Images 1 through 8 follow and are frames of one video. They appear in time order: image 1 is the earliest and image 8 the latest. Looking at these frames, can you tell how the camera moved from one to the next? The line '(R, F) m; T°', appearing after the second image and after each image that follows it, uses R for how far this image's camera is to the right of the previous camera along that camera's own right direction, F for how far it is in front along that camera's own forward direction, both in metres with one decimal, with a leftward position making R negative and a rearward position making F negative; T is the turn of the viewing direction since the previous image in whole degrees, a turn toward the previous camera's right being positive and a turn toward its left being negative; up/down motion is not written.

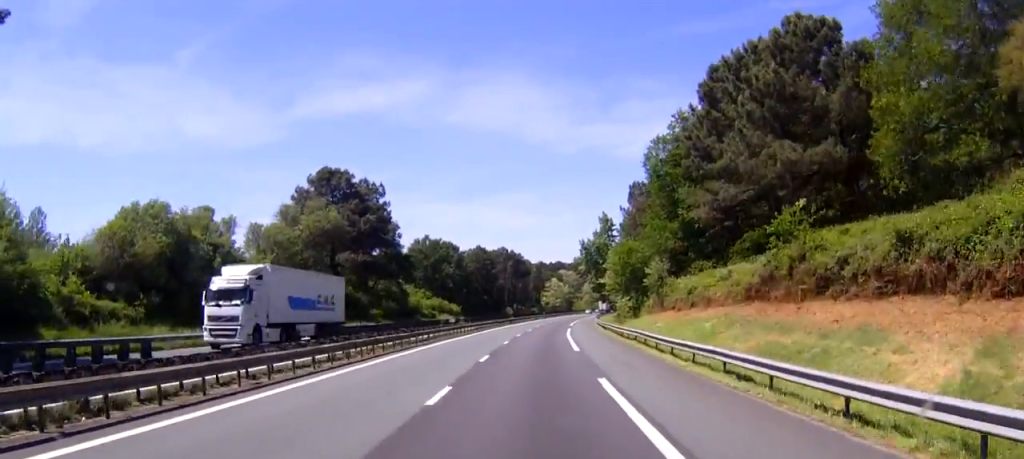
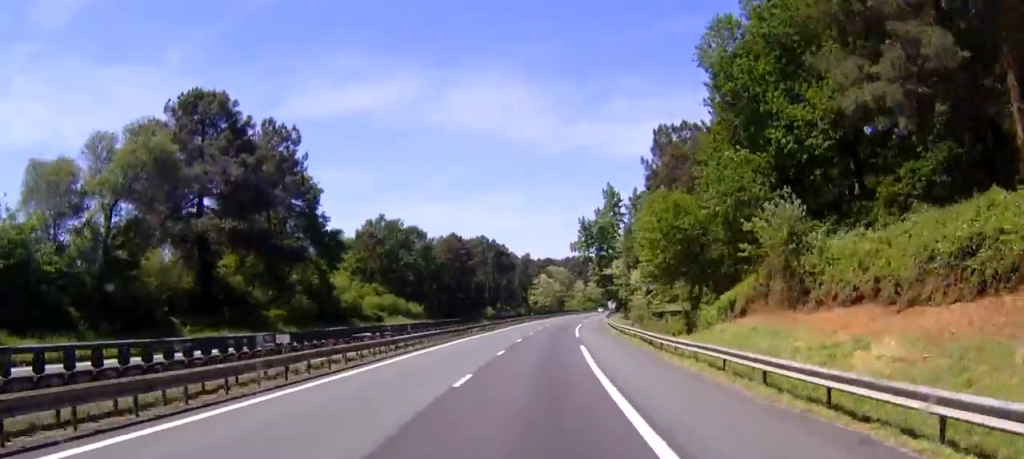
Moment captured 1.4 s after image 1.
(+0.5, +34.9) m; +2°
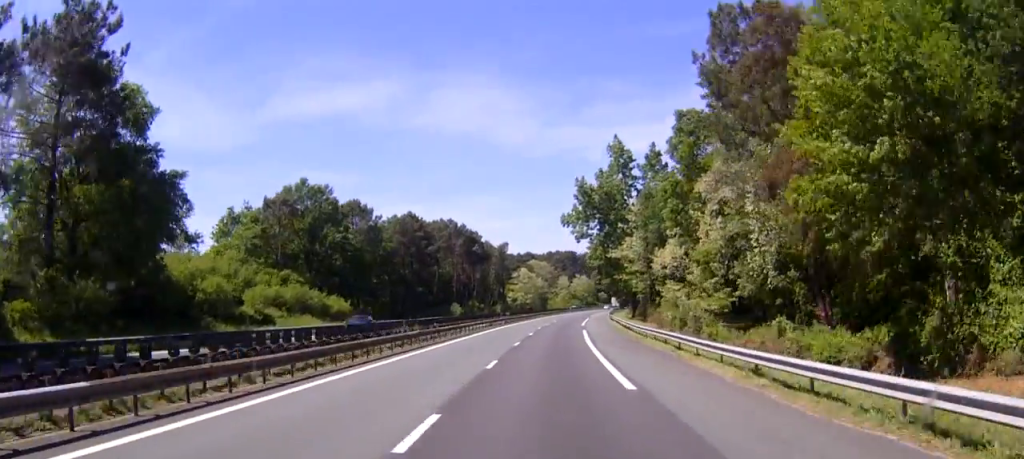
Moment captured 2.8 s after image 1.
(+0.7, +34.4) m; +2°
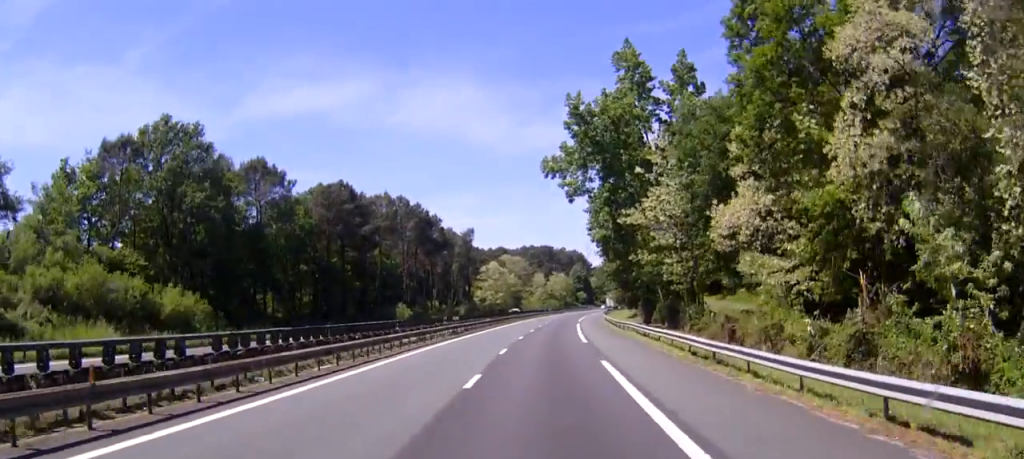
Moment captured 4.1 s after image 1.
(0.0, +31.4) m; 0°
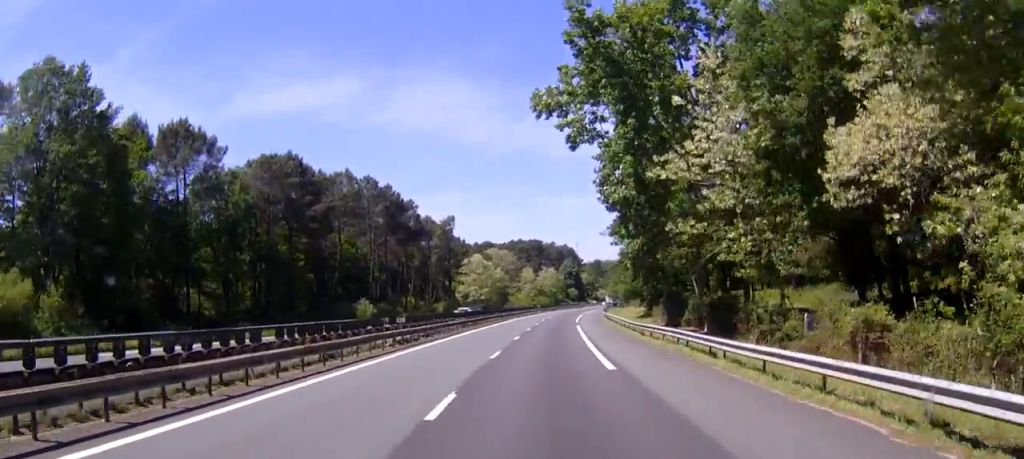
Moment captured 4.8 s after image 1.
(0.0, +17.4) m; 0°
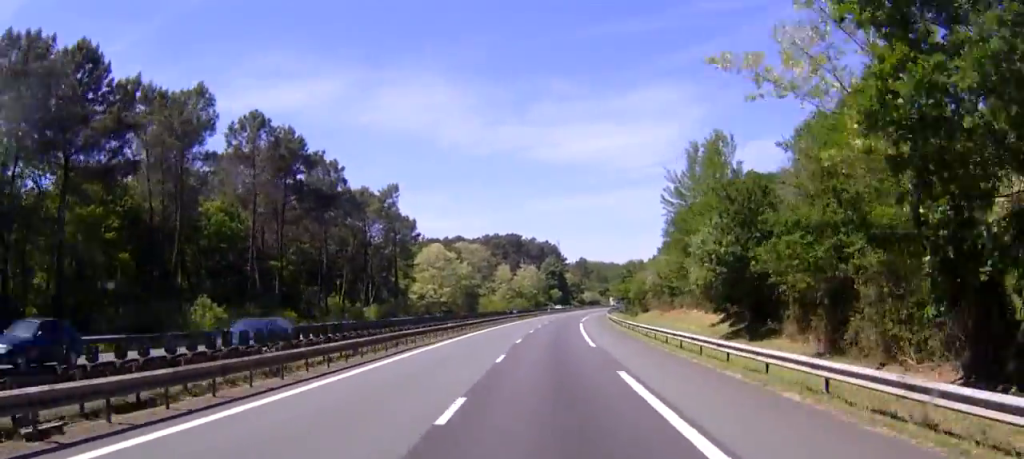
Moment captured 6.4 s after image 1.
(+1.3, +39.8) m; +4°
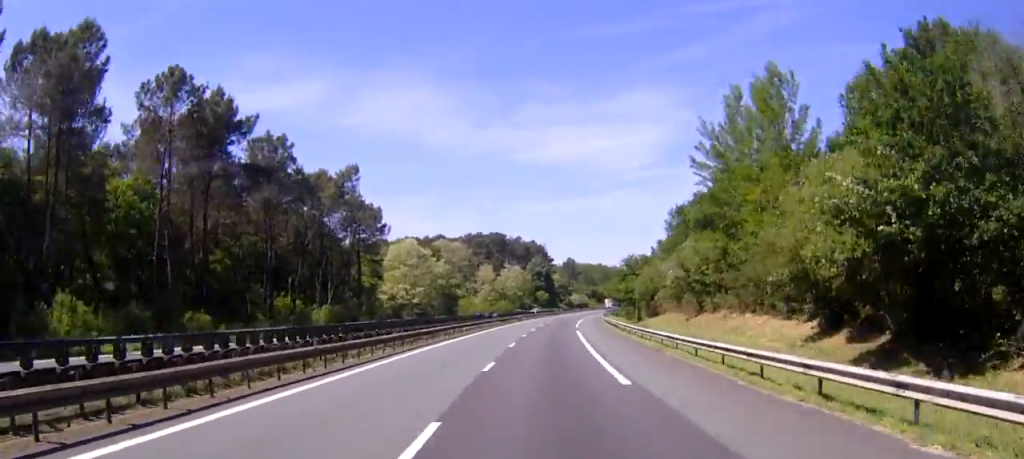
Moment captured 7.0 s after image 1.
(+0.2, +15.8) m; +1°
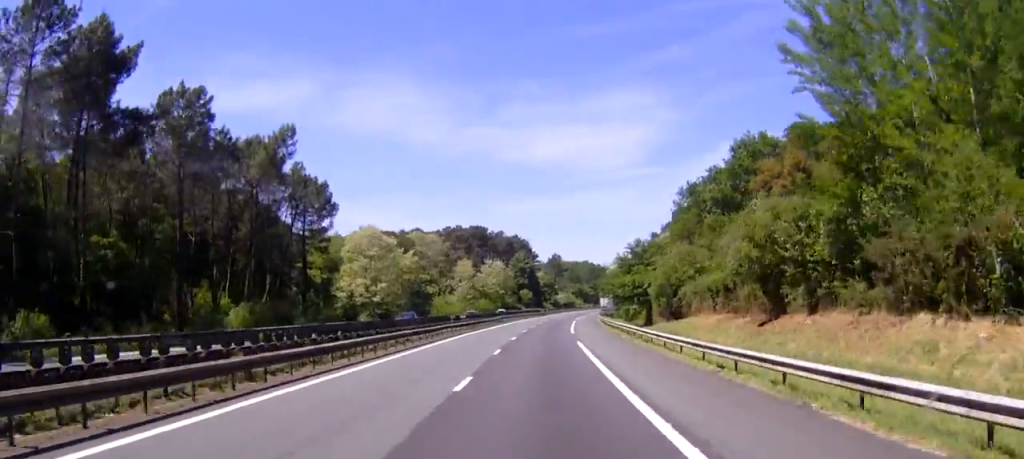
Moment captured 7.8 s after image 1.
(0.0, +18.2) m; 0°
